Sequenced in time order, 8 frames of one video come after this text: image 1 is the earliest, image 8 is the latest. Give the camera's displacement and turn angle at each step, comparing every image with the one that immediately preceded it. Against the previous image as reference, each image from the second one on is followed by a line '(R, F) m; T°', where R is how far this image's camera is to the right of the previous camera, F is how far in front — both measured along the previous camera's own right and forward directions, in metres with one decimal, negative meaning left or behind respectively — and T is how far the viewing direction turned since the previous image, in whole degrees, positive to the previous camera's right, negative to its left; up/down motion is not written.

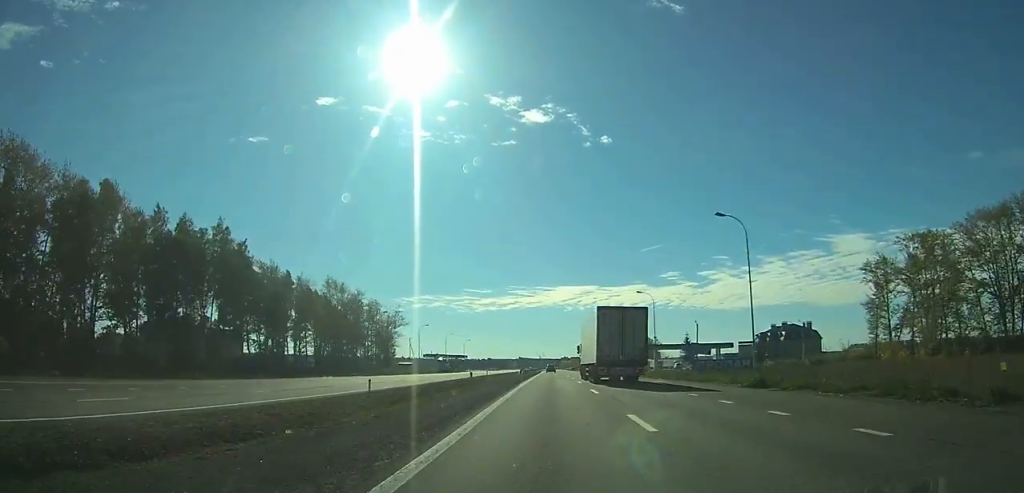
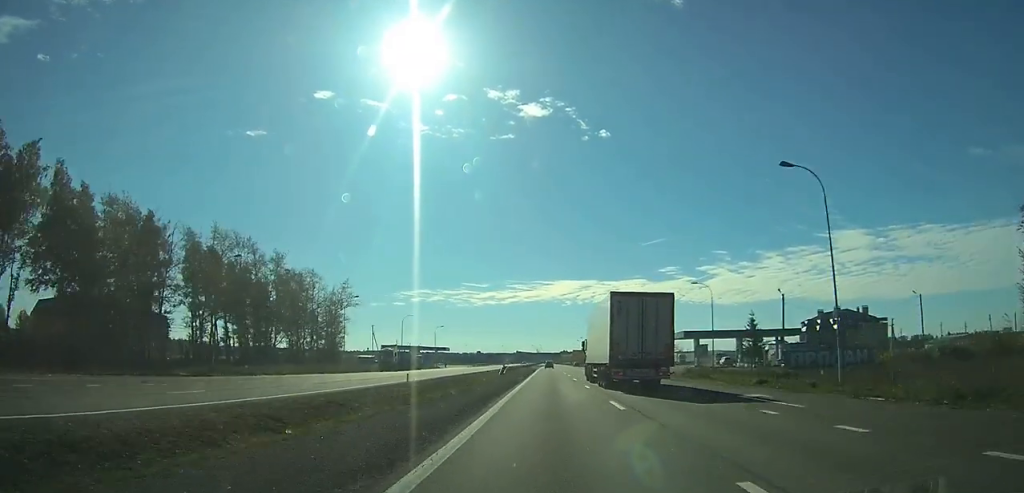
(0.0, +43.2) m; 0°
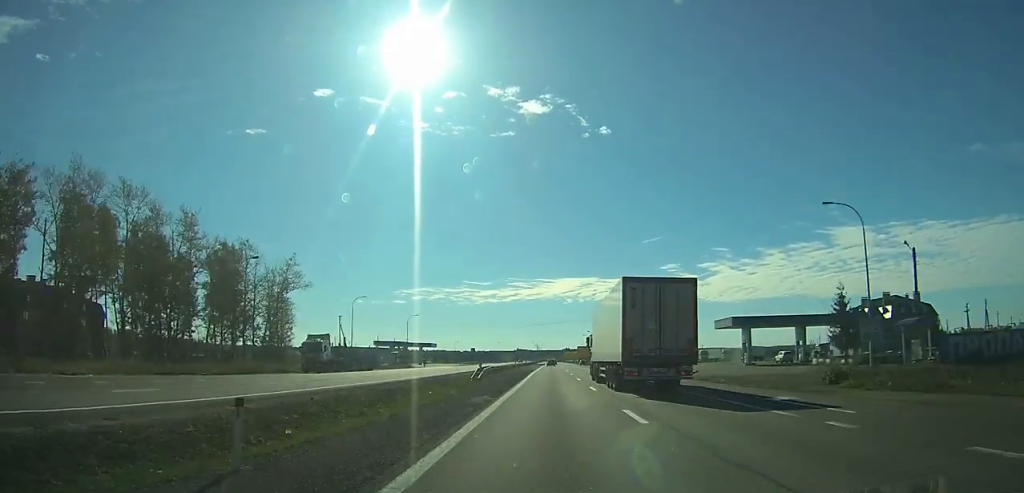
(-0.1, +27.9) m; 0°
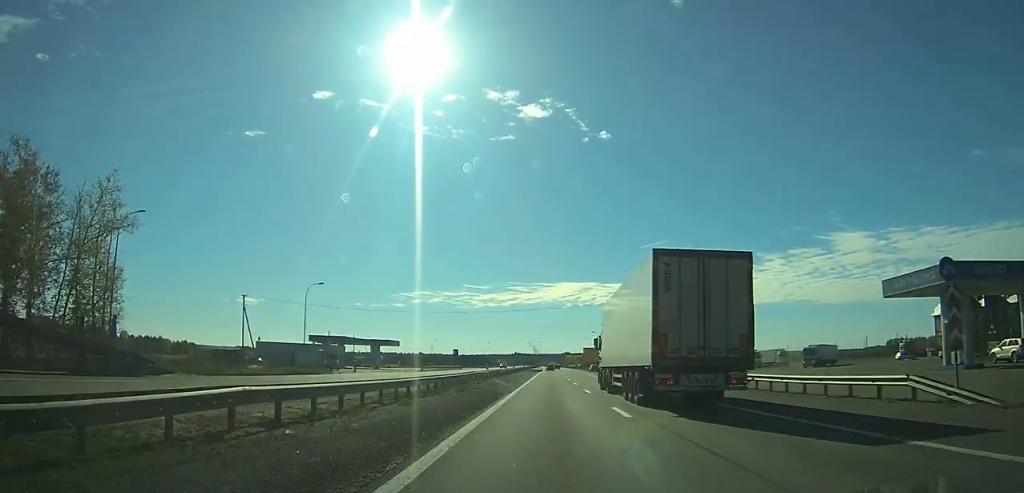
(0.0, +46.0) m; 0°
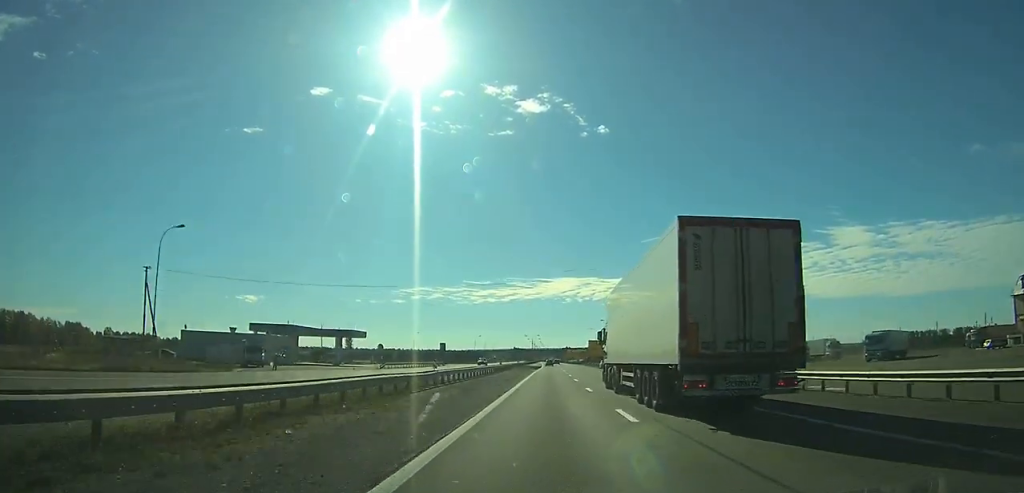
(0.0, +25.7) m; 0°
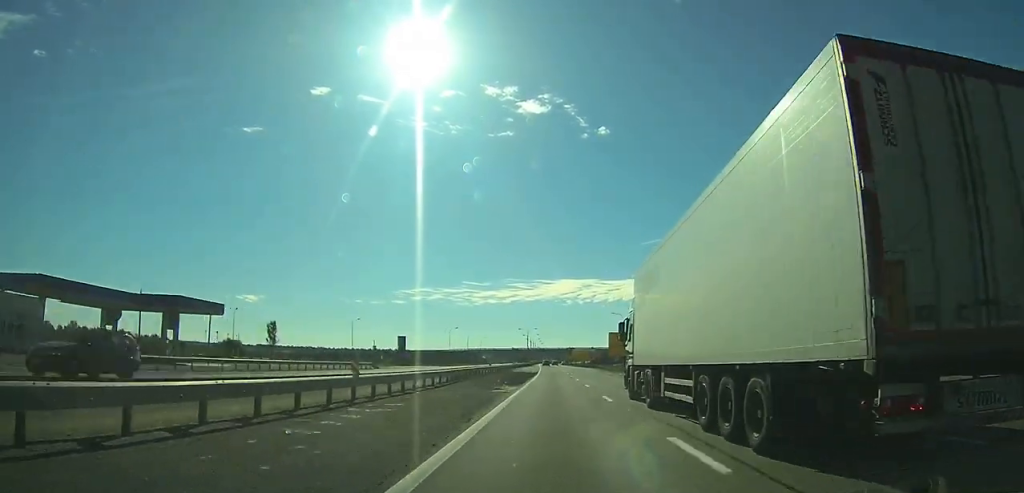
(+0.1, +53.1) m; 0°
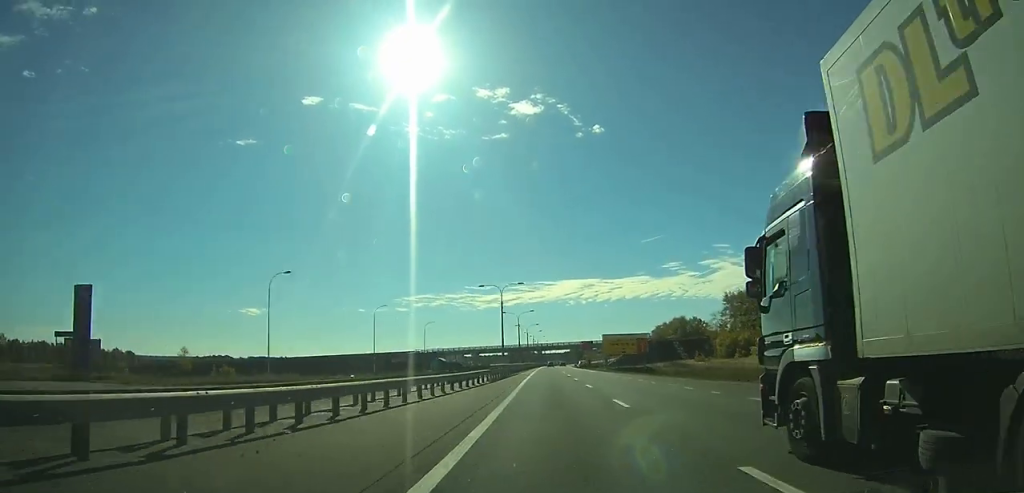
(-0.3, +97.1) m; 0°
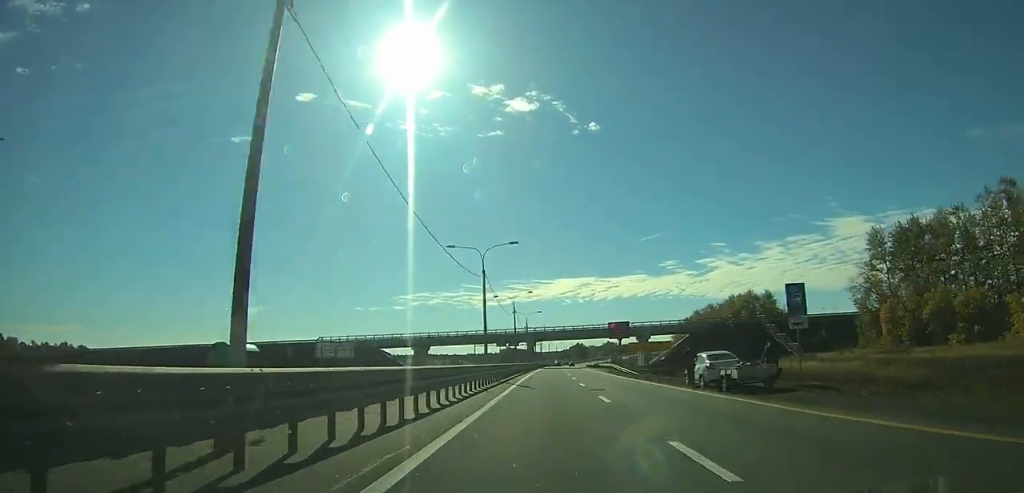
(-0.6, +93.1) m; 0°
